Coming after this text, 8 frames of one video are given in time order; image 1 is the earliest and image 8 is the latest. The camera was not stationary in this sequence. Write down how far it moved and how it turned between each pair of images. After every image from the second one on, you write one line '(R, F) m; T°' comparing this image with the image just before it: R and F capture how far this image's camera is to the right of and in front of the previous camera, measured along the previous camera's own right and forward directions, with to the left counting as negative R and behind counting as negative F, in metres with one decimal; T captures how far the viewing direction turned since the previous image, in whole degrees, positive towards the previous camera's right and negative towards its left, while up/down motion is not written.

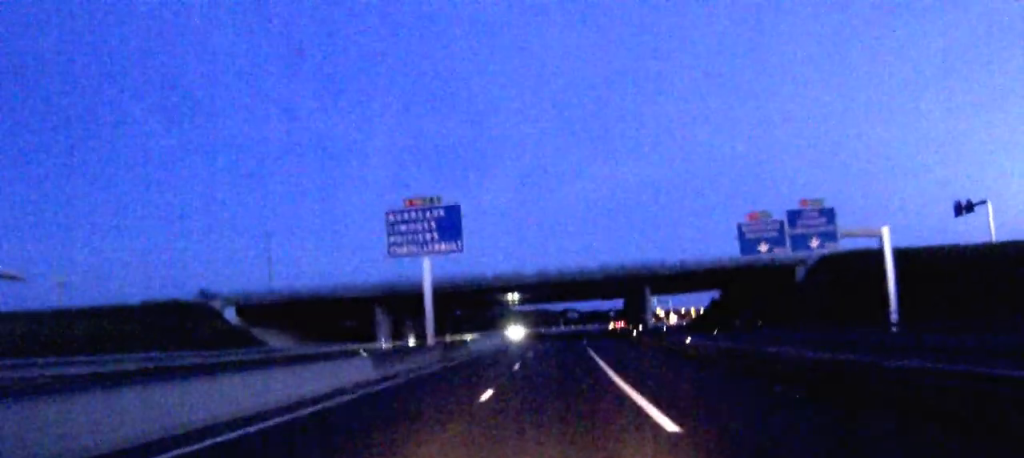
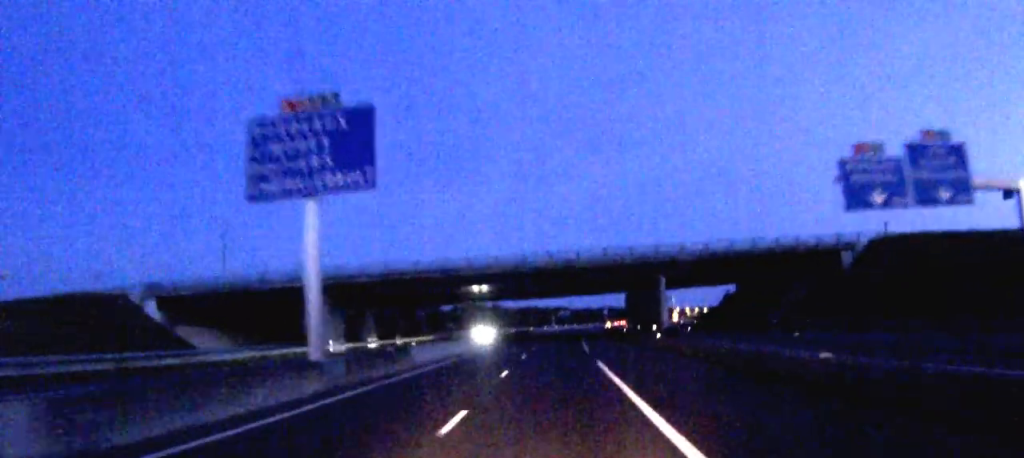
(+0.2, +18.1) m; 0°
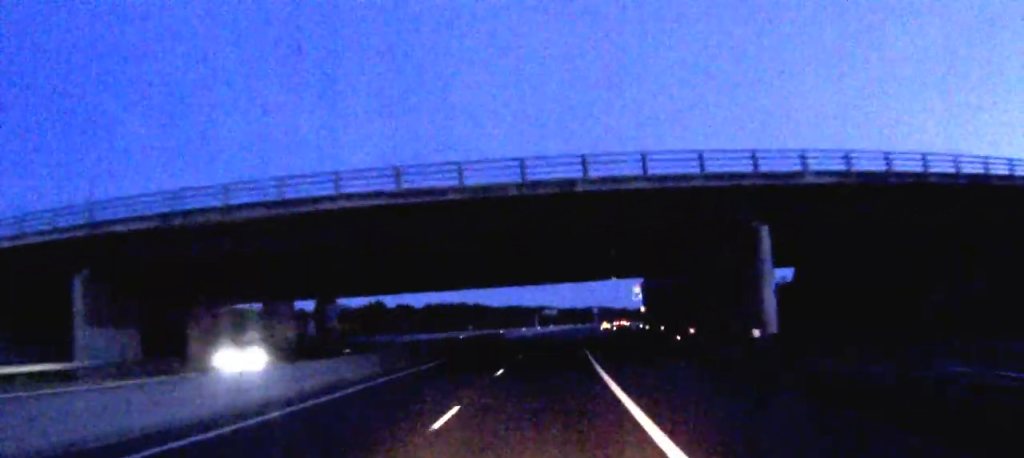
(+0.3, +38.1) m; +1°
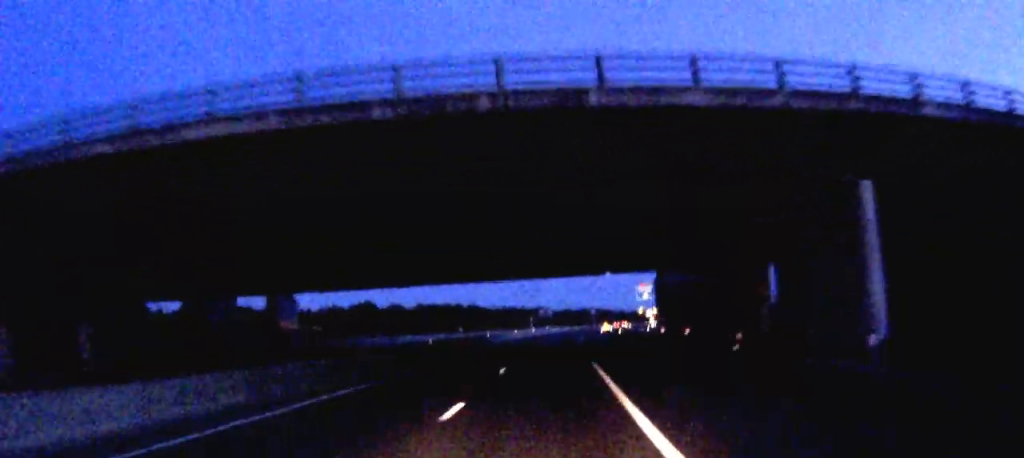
(0.0, +11.8) m; 0°
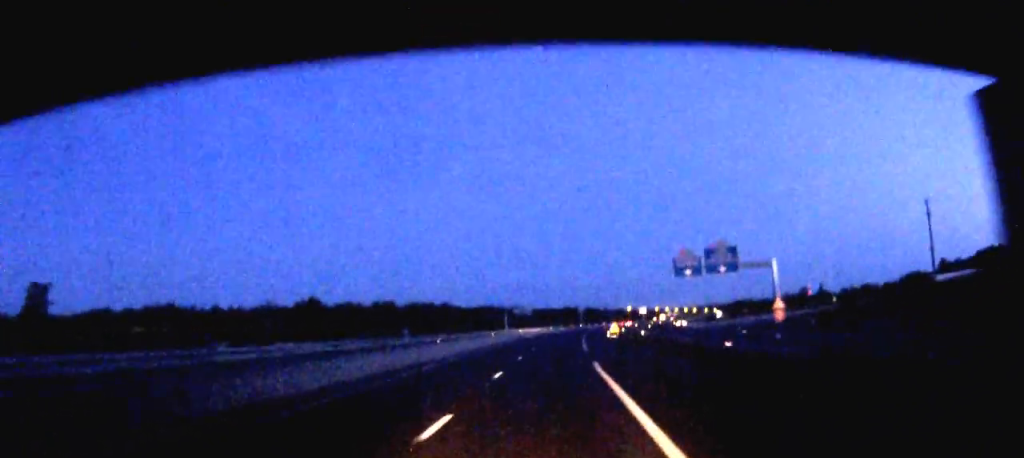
(0.0, +53.5) m; +2°
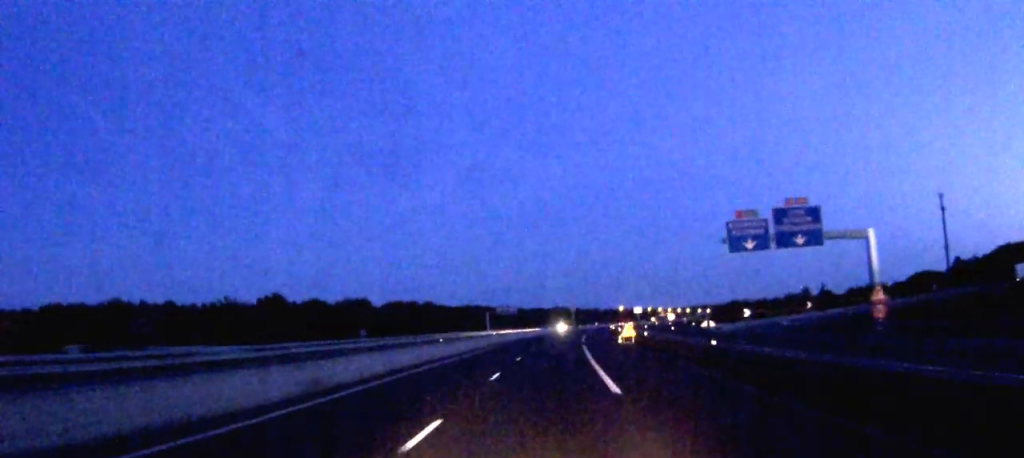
(+0.7, +26.5) m; +2°
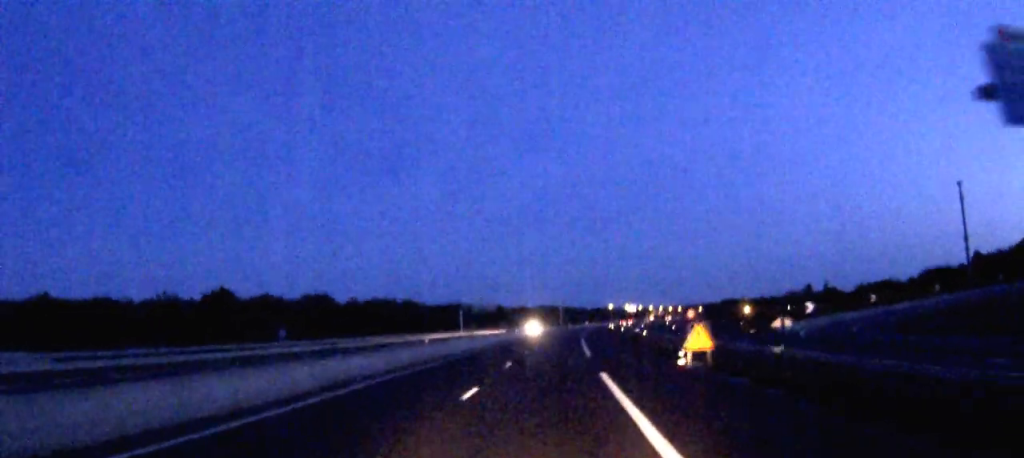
(+0.2, +32.1) m; +1°
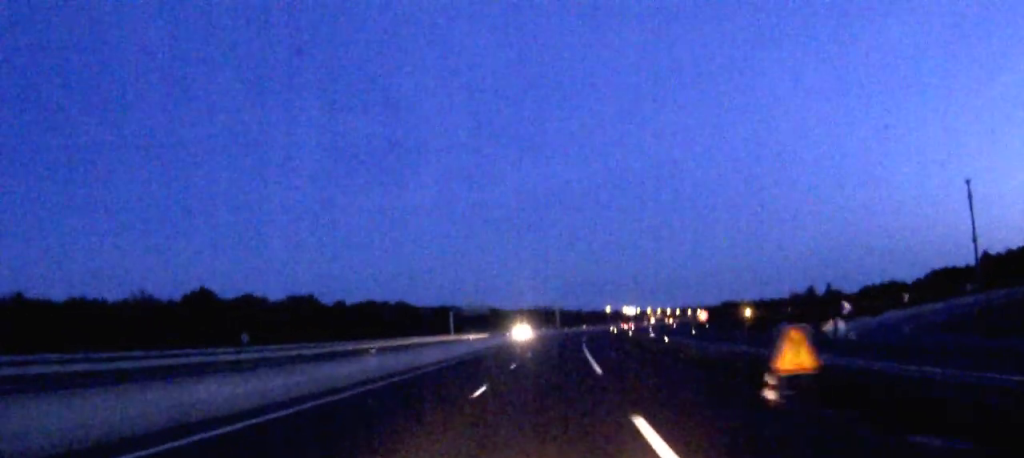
(0.0, +11.0) m; 0°
